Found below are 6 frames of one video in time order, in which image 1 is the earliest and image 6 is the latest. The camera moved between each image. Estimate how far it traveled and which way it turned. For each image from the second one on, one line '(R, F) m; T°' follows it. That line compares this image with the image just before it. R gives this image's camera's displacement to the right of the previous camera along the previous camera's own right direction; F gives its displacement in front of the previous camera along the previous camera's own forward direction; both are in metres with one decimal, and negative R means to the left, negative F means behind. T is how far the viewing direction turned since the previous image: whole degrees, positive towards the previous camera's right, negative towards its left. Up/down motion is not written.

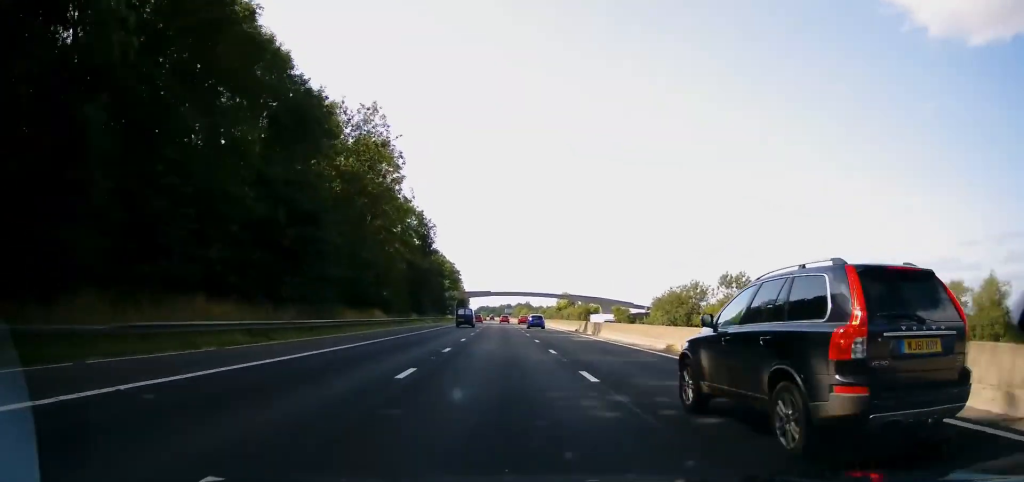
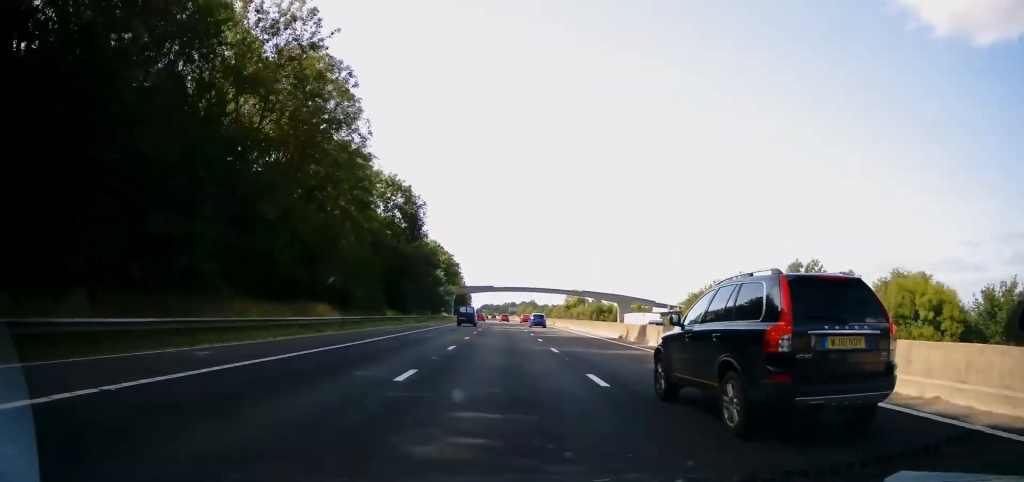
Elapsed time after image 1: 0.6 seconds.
(0.0, +14.5) m; 0°
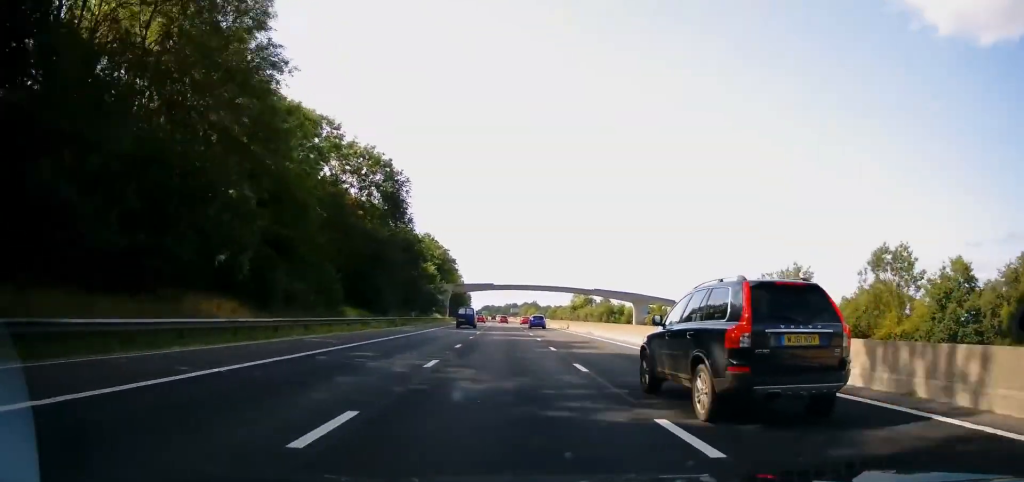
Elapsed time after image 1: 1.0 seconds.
(+0.1, +13.2) m; -1°
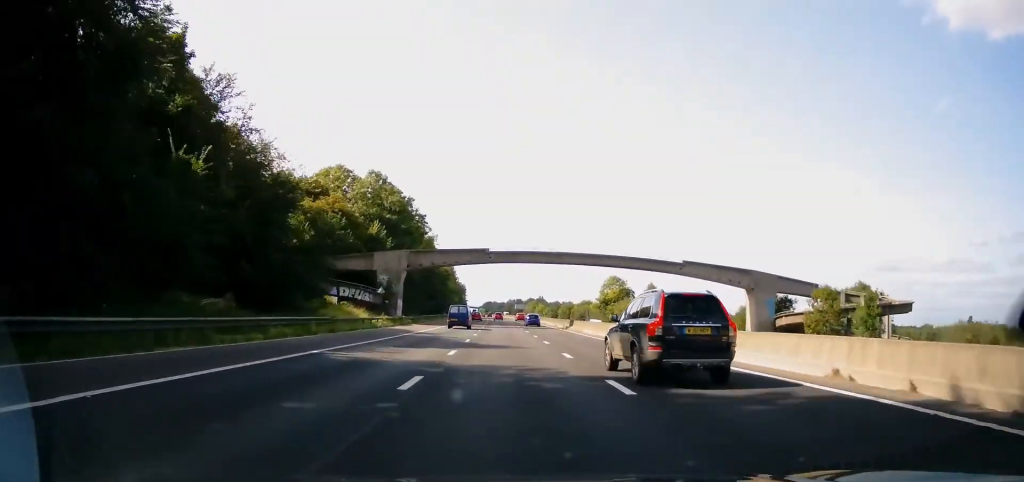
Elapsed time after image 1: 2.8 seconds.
(-0.8, +54.2) m; -1°
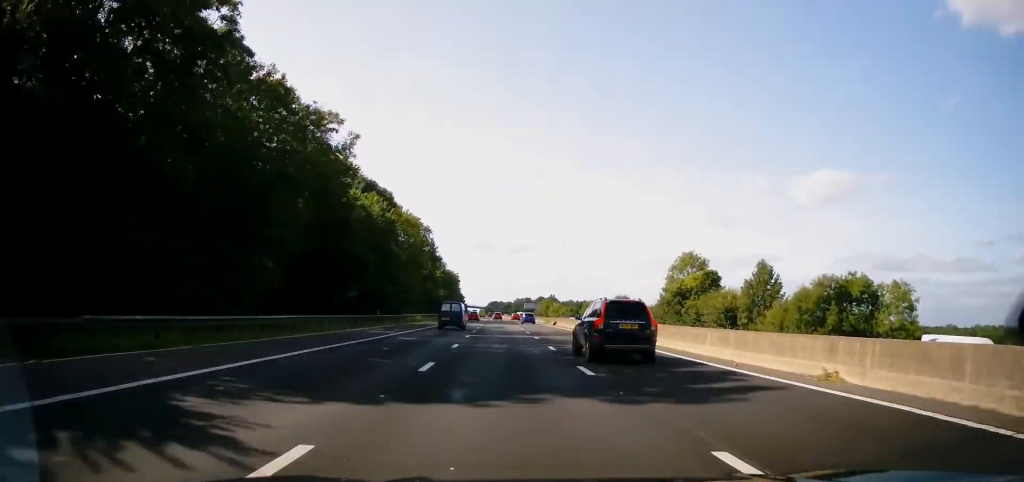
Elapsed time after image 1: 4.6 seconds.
(0.0, +59.5) m; 0°
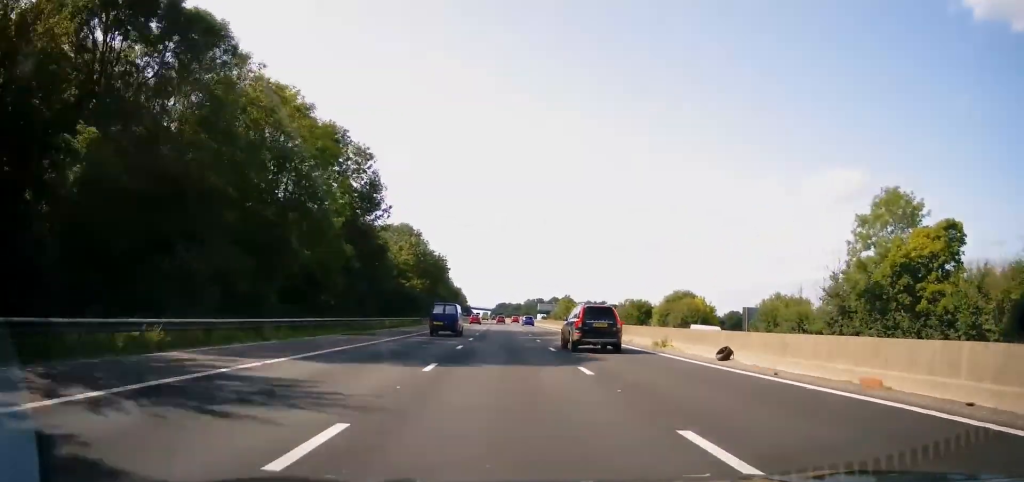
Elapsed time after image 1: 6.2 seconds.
(-0.7, +53.4) m; -1°
